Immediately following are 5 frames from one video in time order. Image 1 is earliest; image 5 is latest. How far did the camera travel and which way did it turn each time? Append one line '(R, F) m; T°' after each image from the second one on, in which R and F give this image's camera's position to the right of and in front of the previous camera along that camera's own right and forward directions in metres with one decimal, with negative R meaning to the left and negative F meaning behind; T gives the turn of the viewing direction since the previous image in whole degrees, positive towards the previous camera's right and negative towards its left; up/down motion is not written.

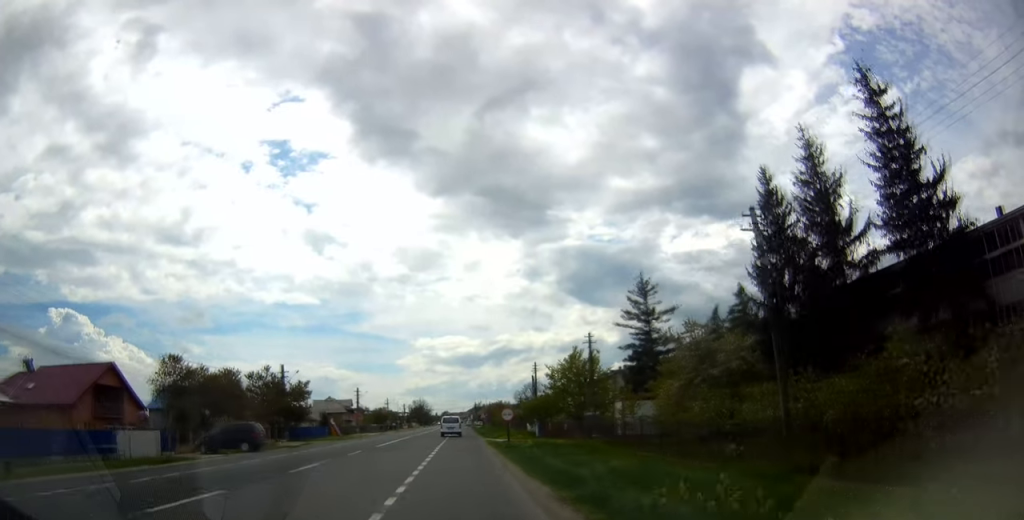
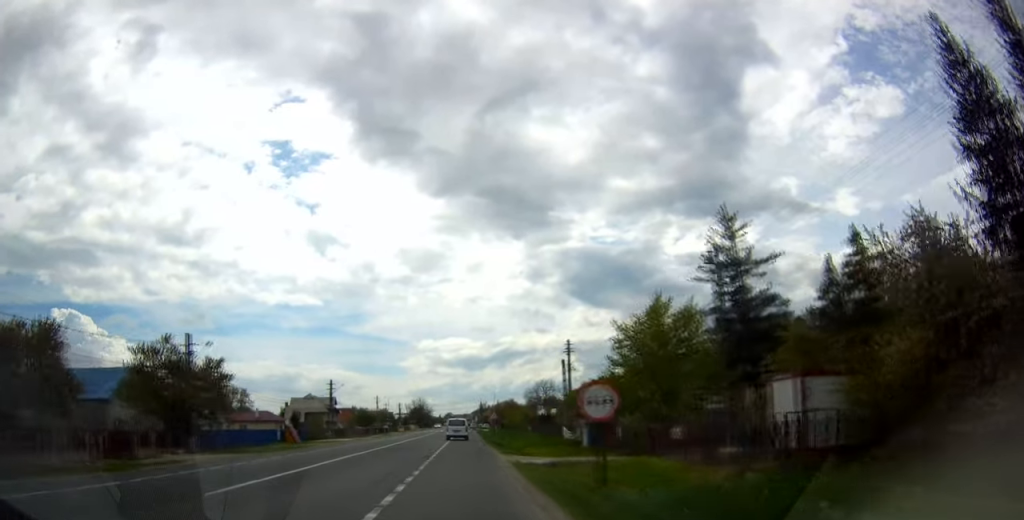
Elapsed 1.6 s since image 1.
(-0.3, +24.3) m; -2°
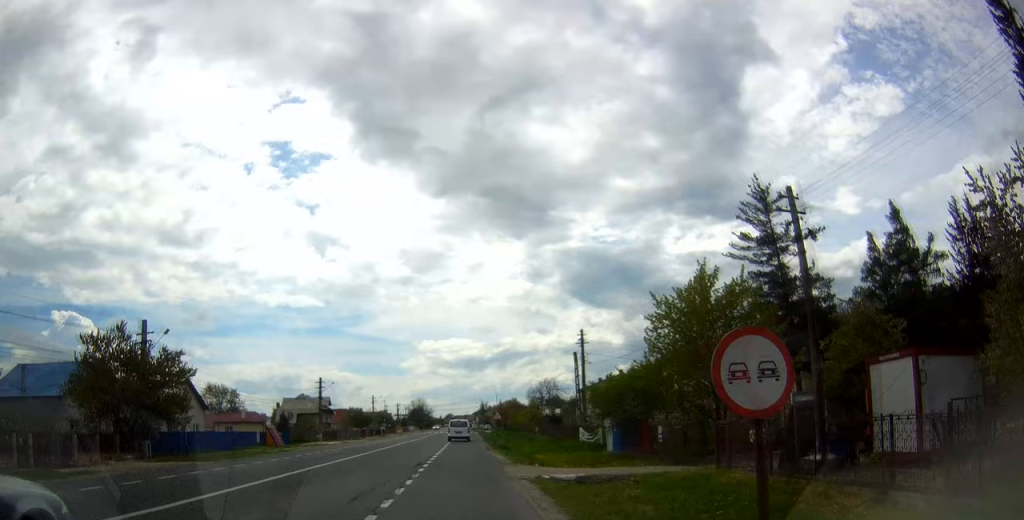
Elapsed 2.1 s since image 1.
(-0.2, +6.6) m; 0°
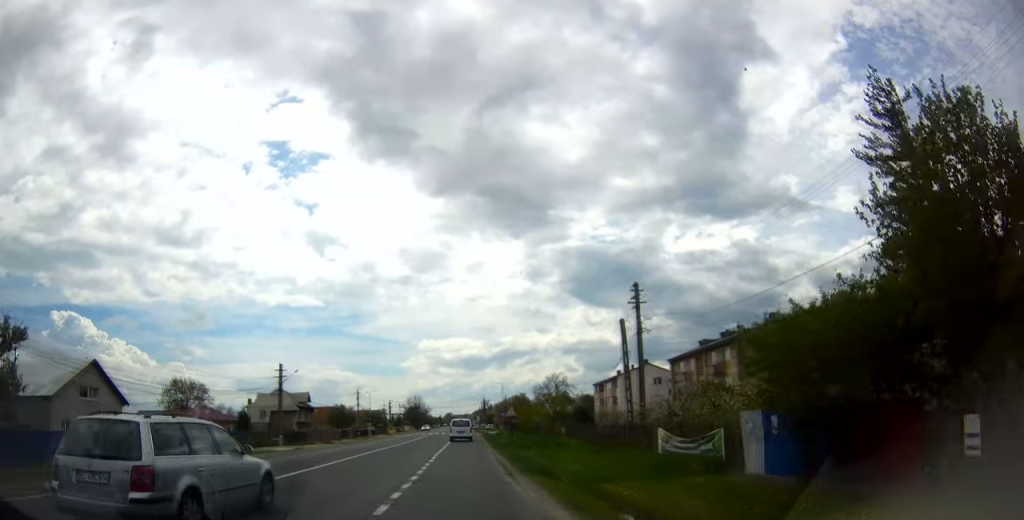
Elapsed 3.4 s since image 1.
(+0.4, +15.8) m; +1°
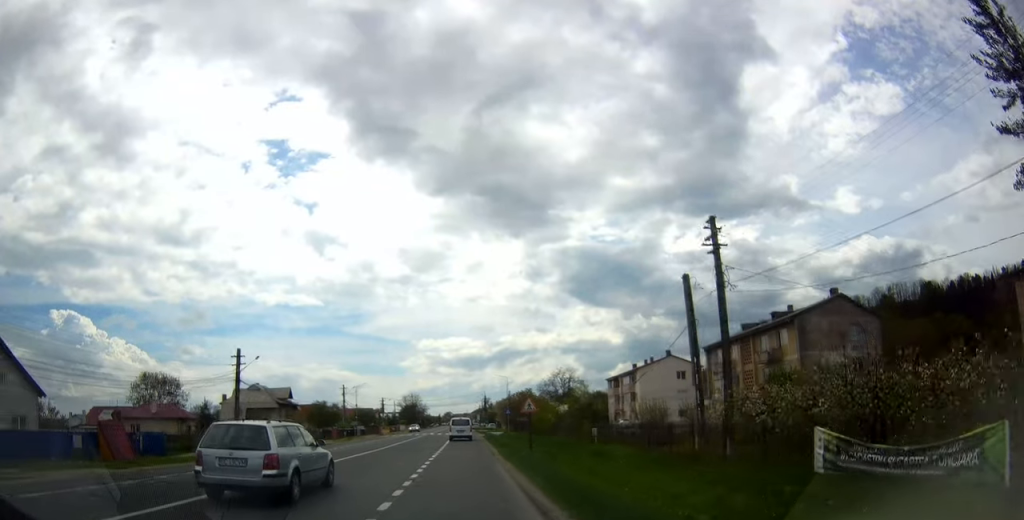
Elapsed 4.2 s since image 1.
(-0.2, +13.1) m; 0°
